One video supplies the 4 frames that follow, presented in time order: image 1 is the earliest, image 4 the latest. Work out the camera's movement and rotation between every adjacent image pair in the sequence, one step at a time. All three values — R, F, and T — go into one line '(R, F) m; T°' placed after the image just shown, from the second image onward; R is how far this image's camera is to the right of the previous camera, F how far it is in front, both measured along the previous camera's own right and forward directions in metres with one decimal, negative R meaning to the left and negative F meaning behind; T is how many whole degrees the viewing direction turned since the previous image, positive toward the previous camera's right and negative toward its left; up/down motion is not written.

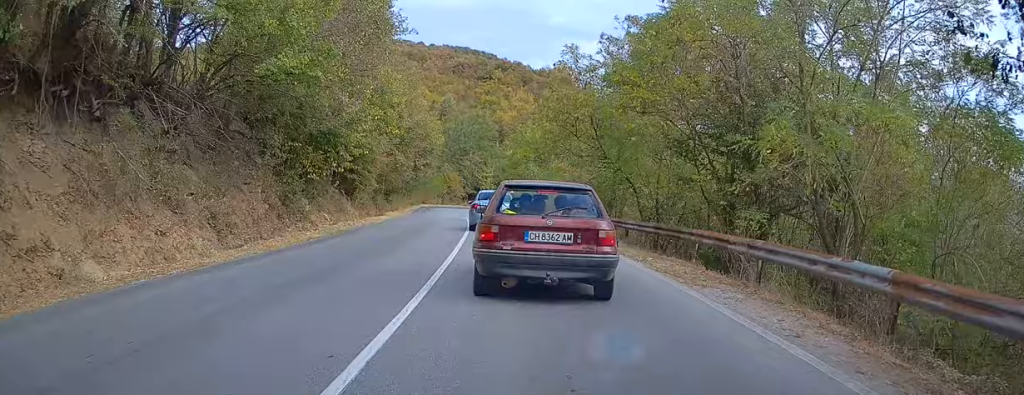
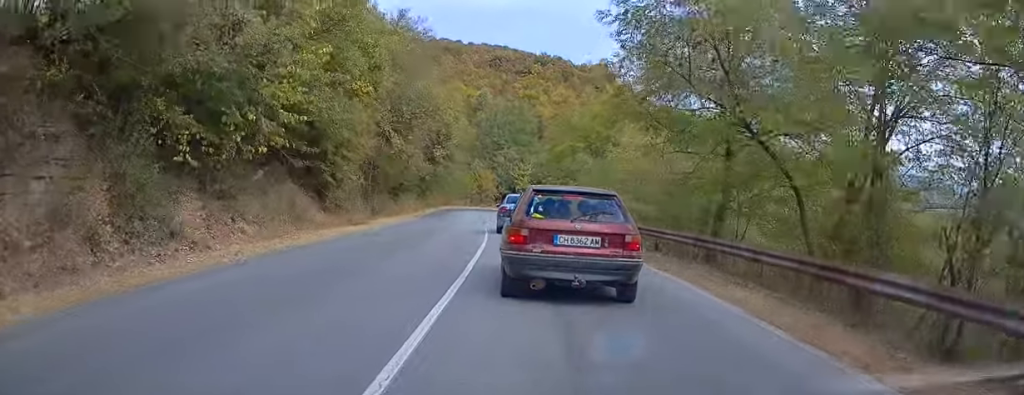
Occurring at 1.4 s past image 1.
(-0.5, +13.5) m; -4°
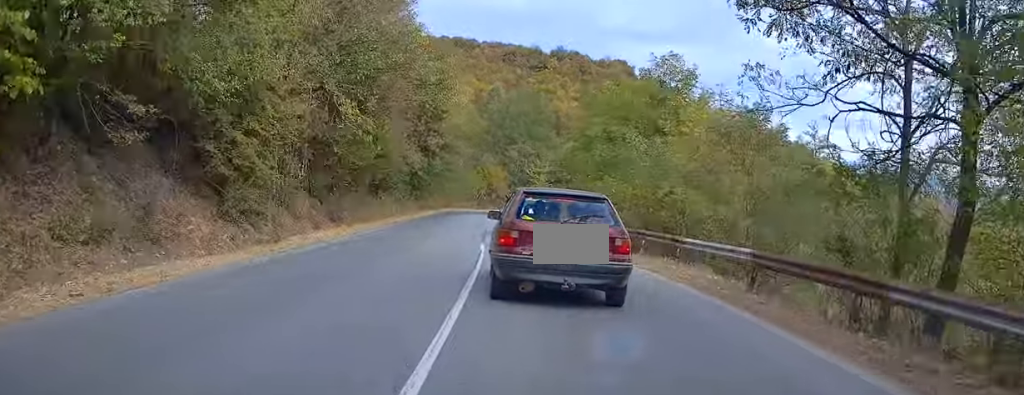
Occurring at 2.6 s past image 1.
(-0.1, +11.3) m; -3°
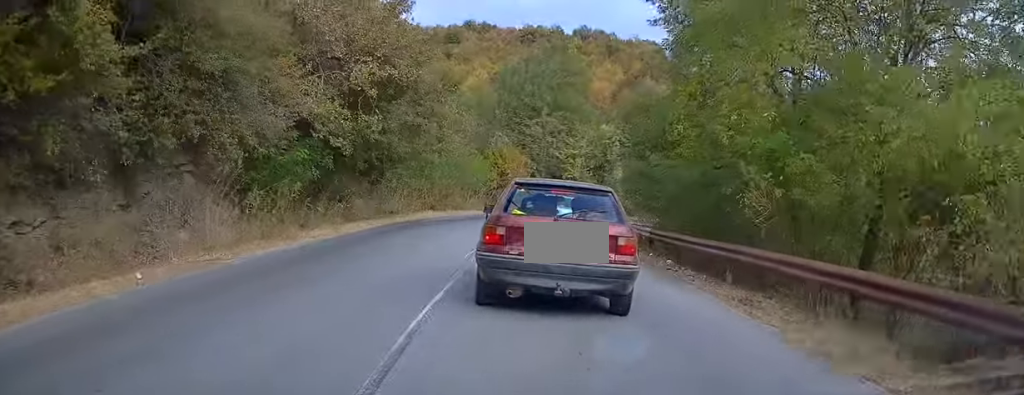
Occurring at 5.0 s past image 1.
(-0.1, +23.0) m; +1°
